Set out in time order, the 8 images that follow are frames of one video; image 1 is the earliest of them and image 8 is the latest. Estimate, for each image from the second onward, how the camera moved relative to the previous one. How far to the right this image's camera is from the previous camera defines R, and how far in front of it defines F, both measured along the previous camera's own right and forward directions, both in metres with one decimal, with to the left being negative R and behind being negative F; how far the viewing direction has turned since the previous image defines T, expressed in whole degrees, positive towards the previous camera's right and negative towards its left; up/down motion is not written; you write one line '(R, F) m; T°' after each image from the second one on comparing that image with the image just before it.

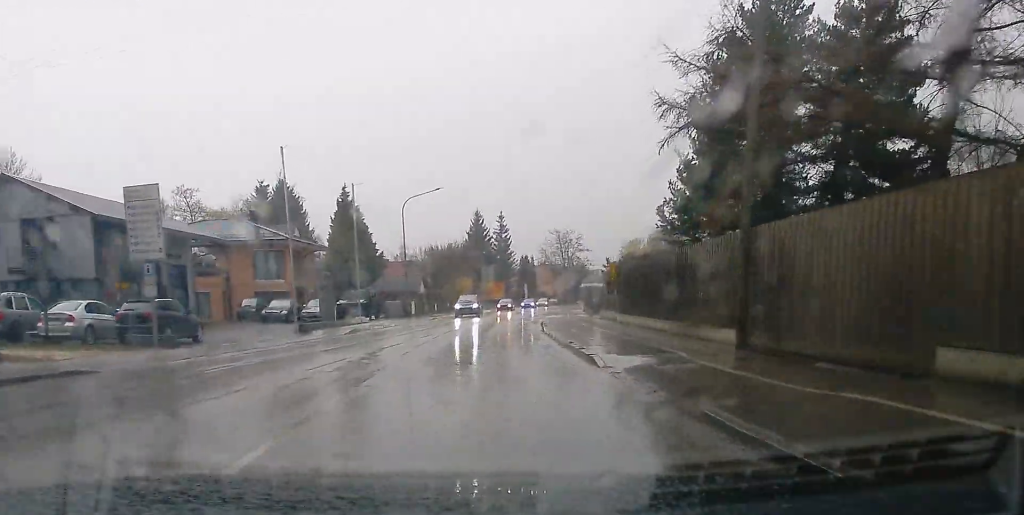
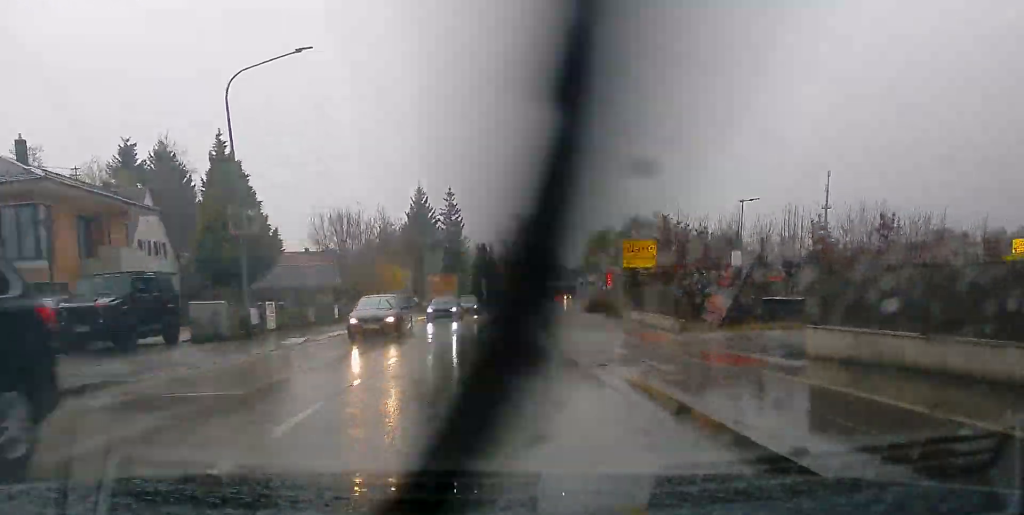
(+1.0, +31.3) m; +3°
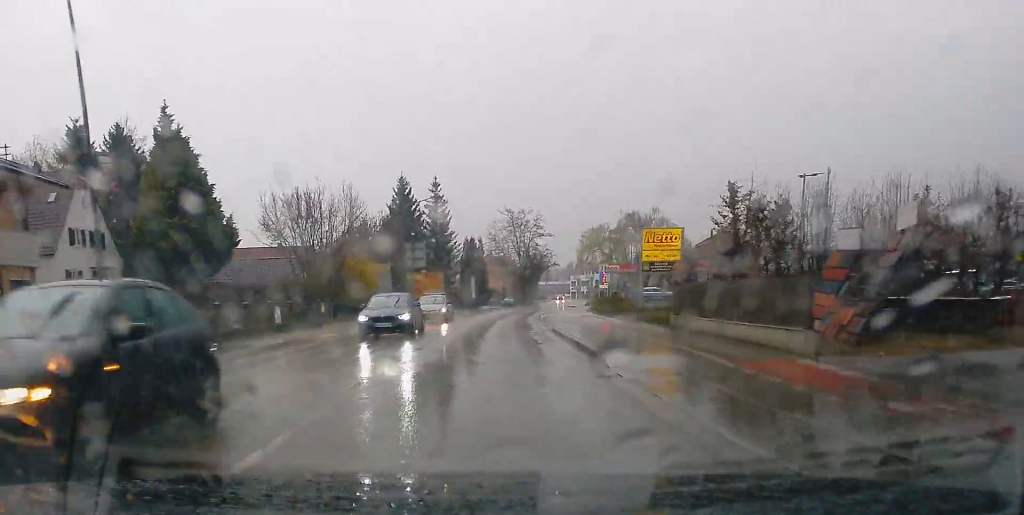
(+0.1, +9.9) m; +1°
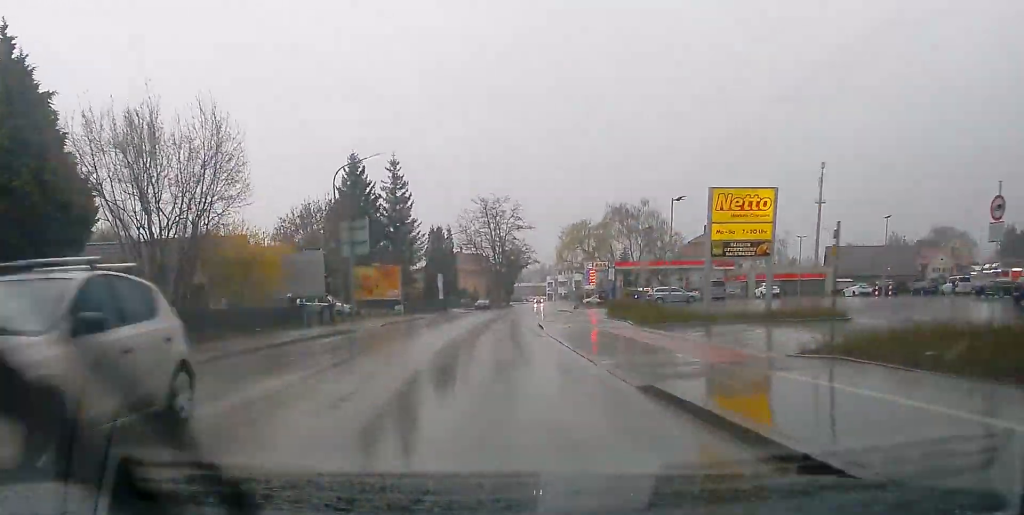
(+0.3, +18.9) m; +2°
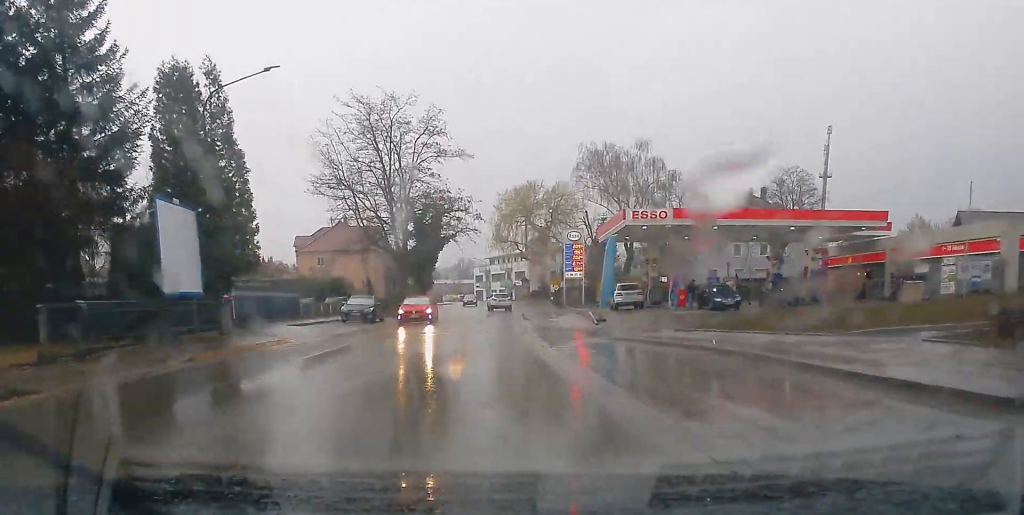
(+3.5, +62.0) m; +5°
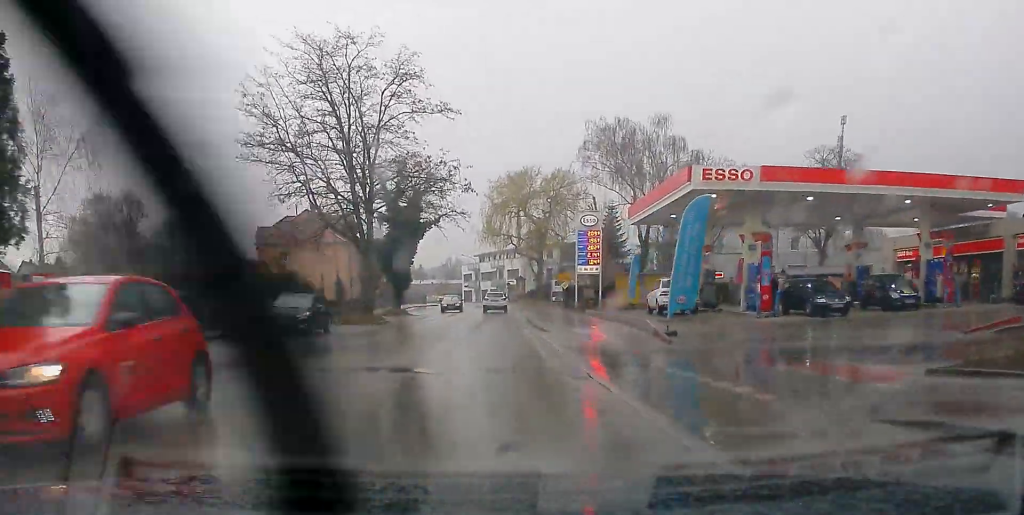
(0.0, +15.1) m; 0°
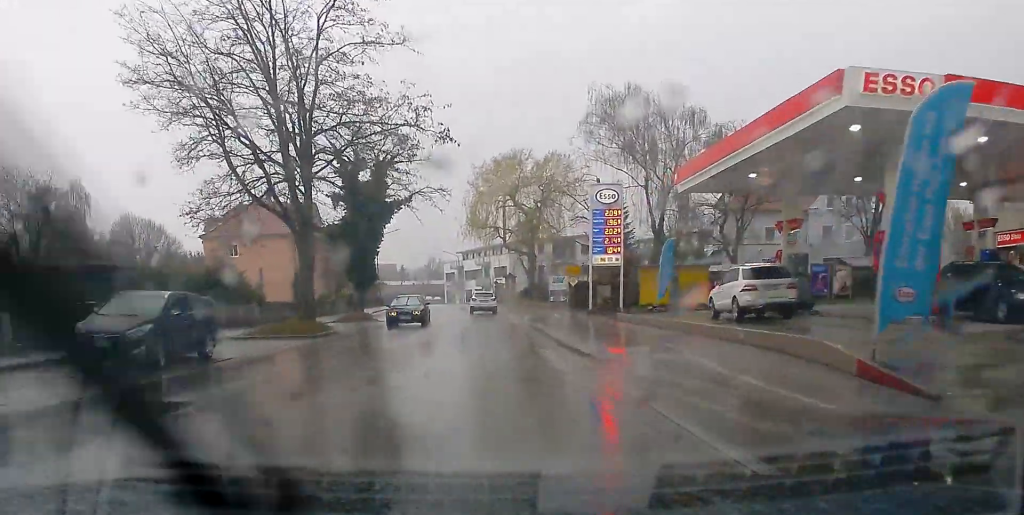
(0.0, +13.9) m; 0°
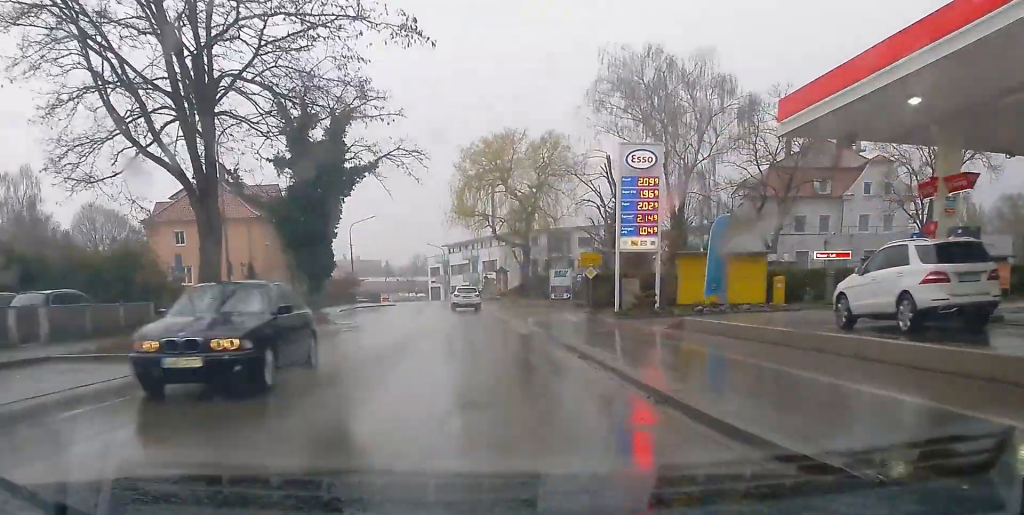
(-0.1, +11.6) m; +1°
